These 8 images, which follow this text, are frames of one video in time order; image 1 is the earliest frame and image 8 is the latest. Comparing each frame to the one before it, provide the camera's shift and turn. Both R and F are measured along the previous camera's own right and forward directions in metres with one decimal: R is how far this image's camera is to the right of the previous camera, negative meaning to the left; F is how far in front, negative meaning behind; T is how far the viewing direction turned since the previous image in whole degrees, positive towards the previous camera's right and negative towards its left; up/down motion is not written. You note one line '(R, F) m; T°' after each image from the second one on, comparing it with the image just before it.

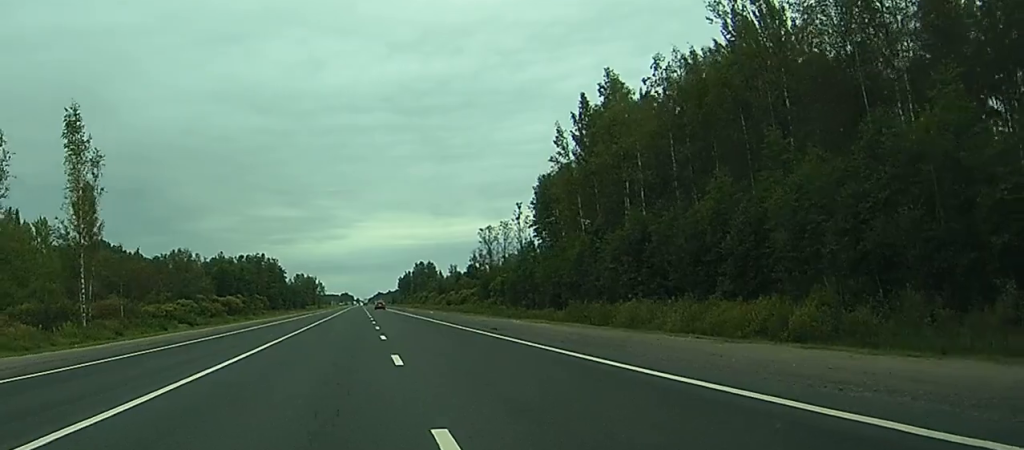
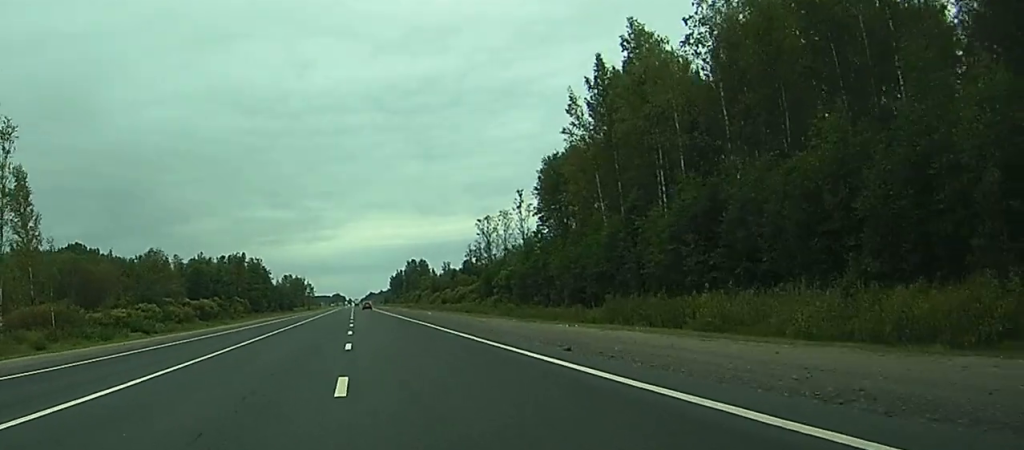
(+0.1, +17.8) m; +1°
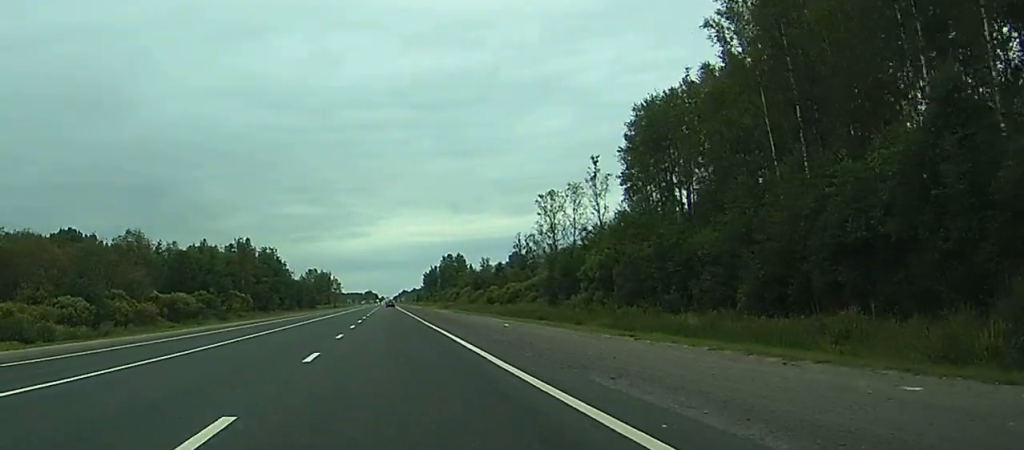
(+0.3, +41.8) m; 0°
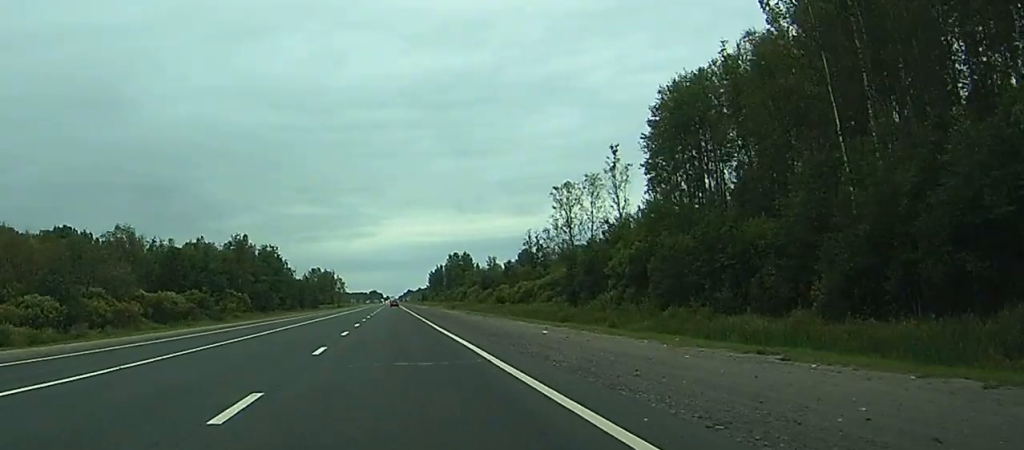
(0.0, +9.6) m; 0°
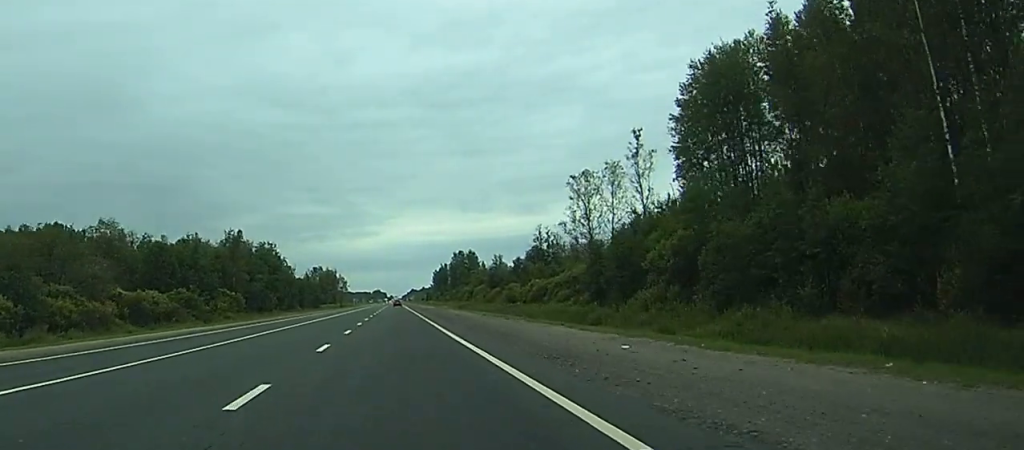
(0.0, +11.1) m; 0°
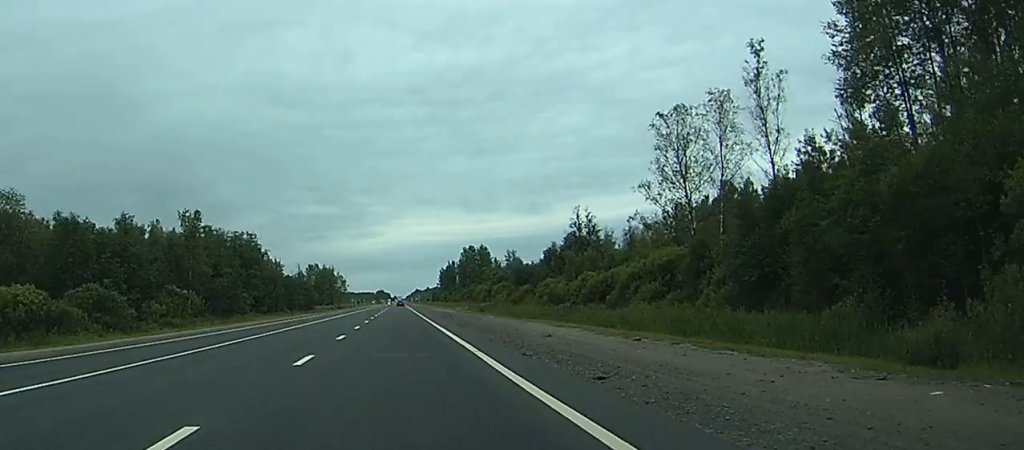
(-0.3, +41.5) m; -1°
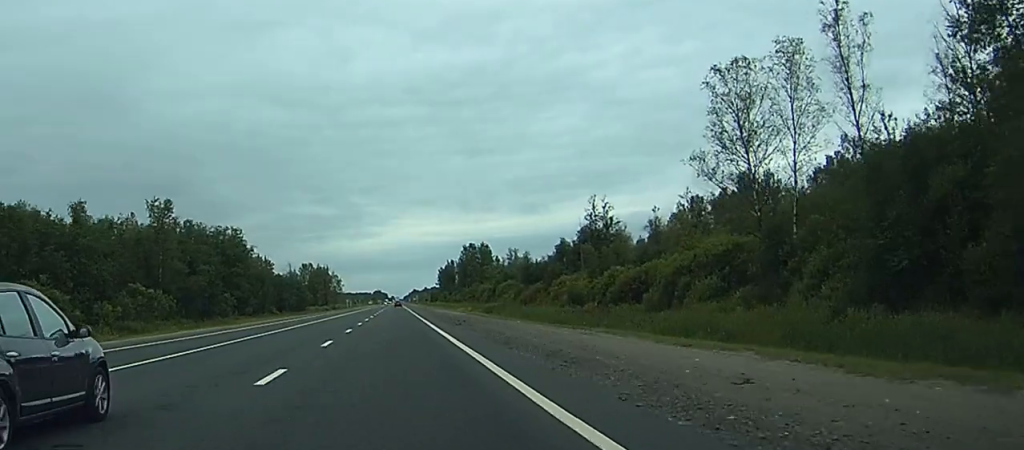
(-0.1, +16.6) m; 0°
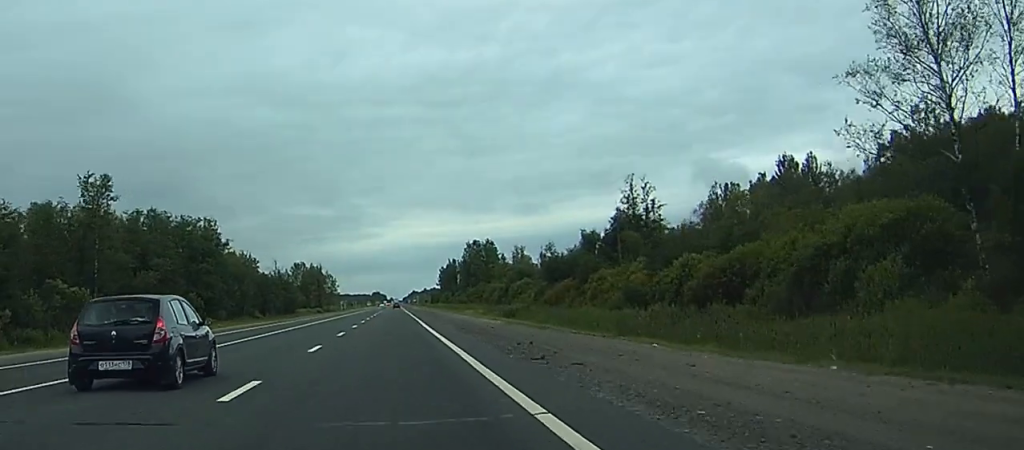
(-0.1, +26.5) m; -1°
